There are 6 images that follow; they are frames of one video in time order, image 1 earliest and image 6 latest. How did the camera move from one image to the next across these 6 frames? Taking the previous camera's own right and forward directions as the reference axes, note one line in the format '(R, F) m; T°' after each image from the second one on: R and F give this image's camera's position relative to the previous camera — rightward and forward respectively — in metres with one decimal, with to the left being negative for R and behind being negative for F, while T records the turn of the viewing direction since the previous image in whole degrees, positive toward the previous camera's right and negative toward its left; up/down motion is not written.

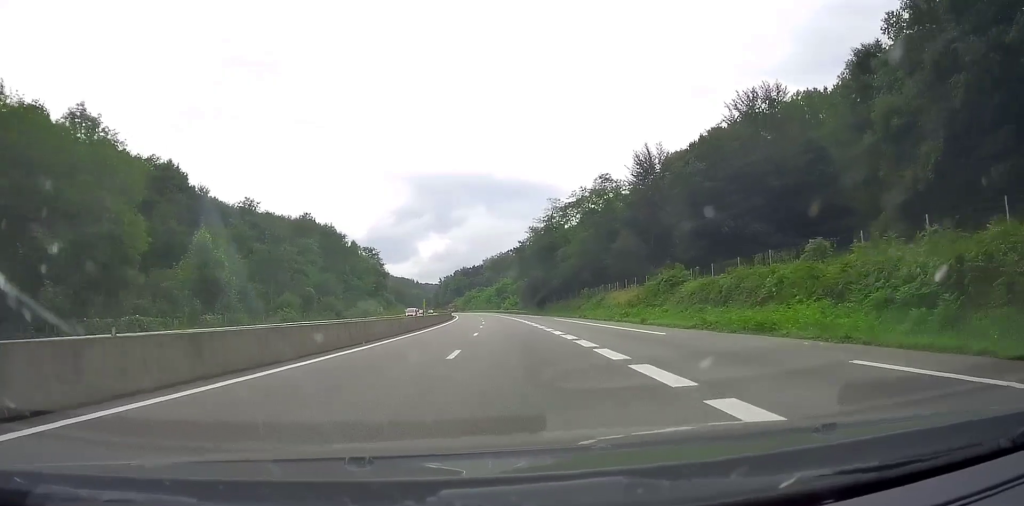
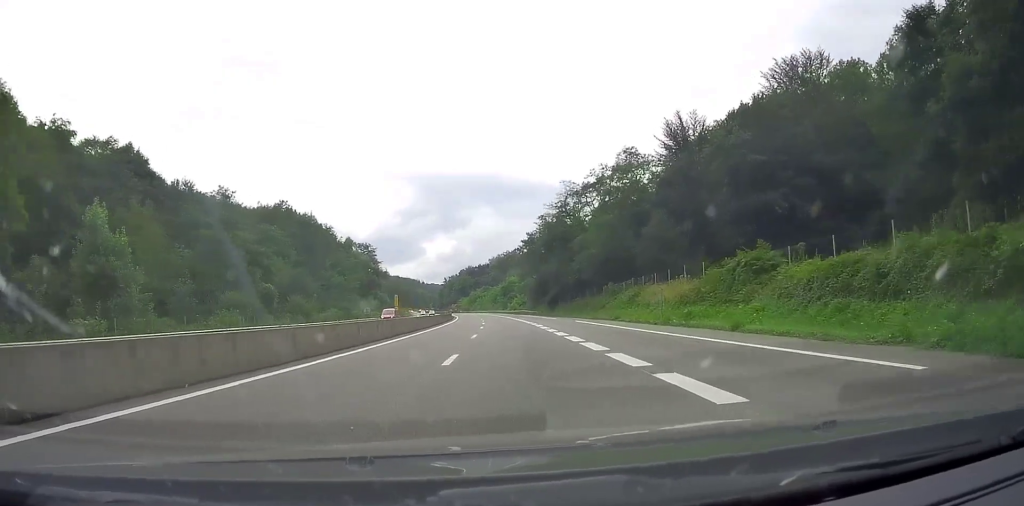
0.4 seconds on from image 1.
(-0.3, +14.5) m; -1°
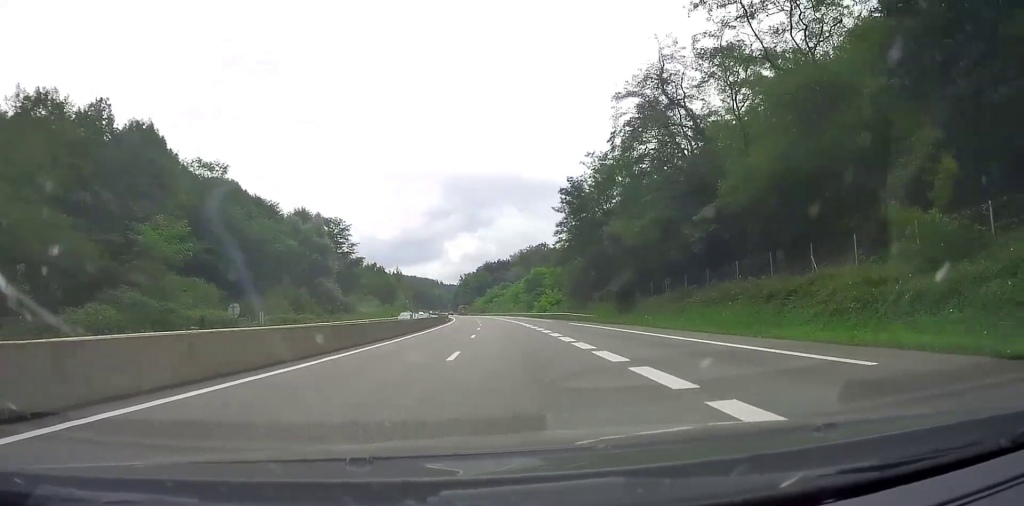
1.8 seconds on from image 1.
(-1.1, +50.1) m; -2°
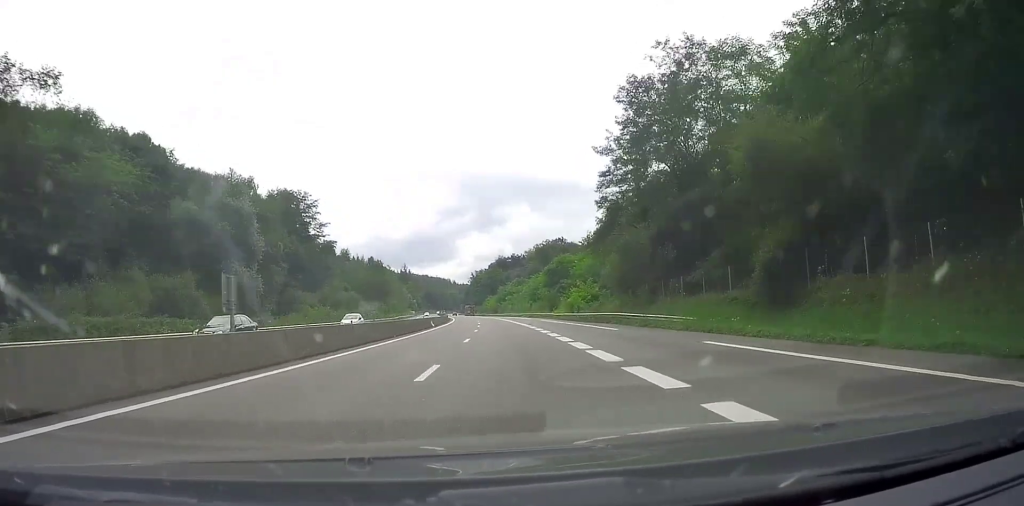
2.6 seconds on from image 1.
(-0.3, +30.2) m; -2°
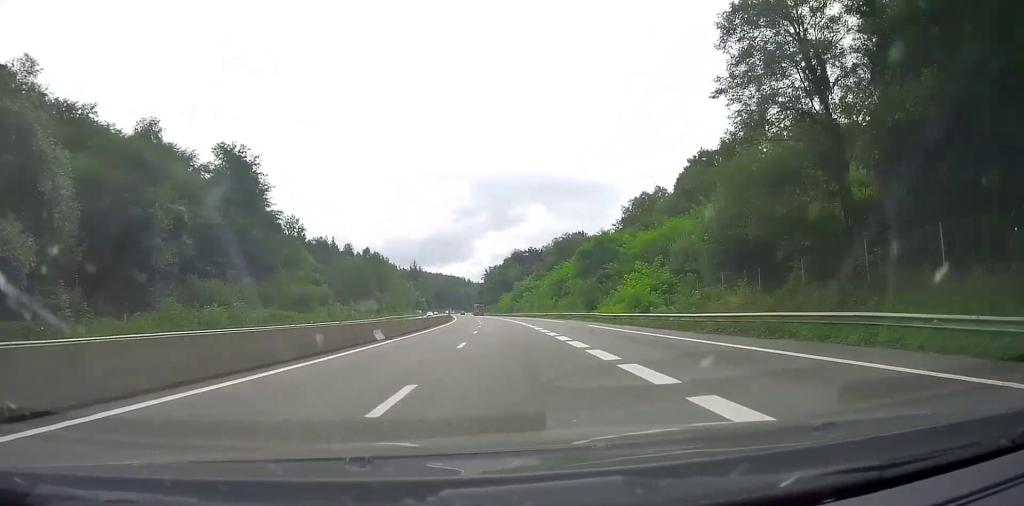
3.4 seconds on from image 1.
(-0.6, +29.7) m; -2°
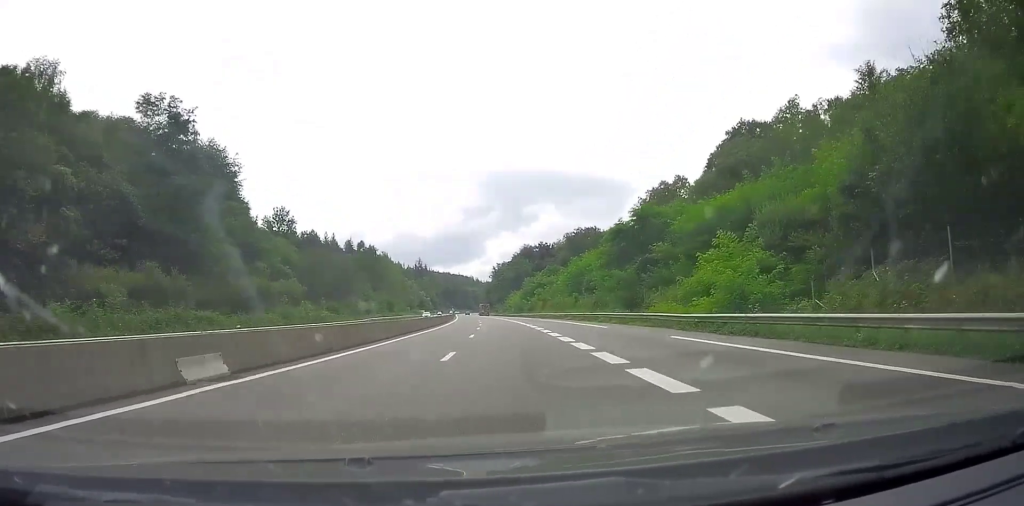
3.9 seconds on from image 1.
(-0.2, +18.2) m; -1°
